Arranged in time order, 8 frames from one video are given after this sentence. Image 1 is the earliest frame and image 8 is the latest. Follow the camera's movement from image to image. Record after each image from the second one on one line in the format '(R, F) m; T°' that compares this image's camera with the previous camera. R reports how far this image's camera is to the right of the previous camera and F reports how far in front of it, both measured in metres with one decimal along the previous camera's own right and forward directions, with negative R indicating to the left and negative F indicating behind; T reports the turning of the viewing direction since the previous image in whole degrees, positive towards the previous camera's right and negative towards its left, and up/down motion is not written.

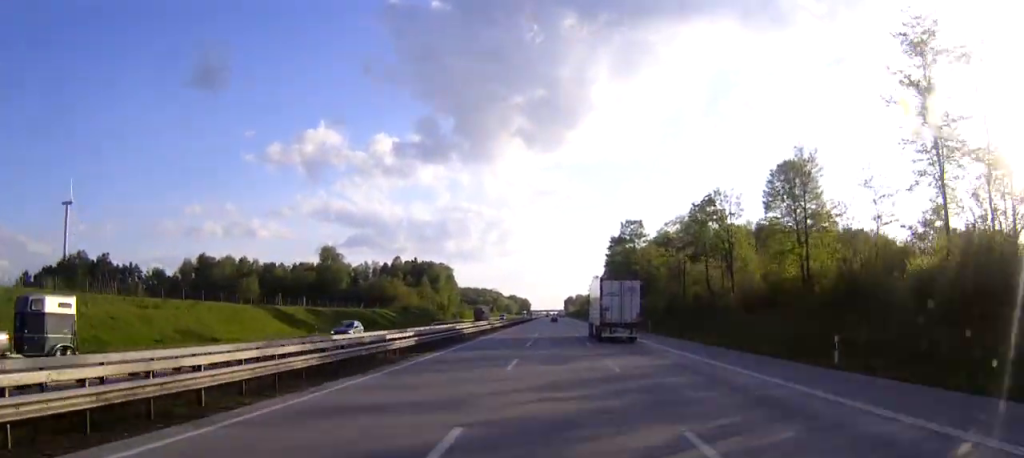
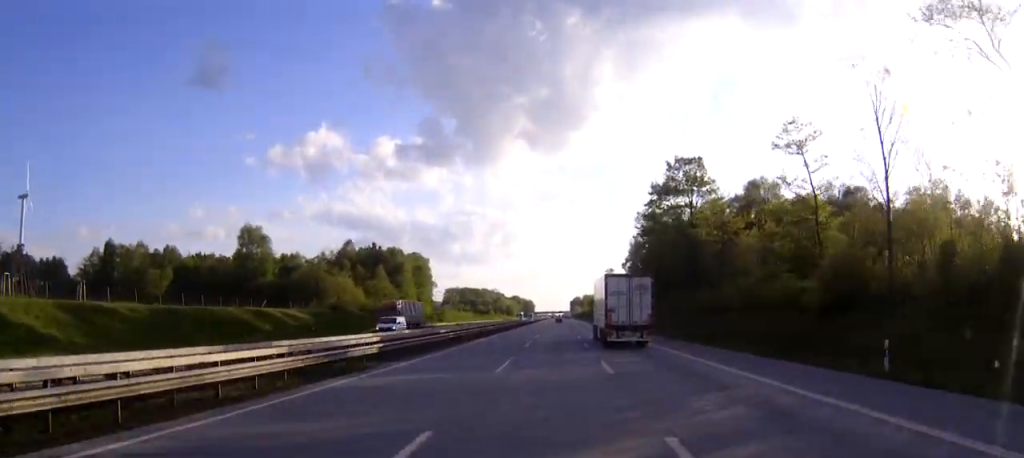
(-0.2, +54.3) m; 0°
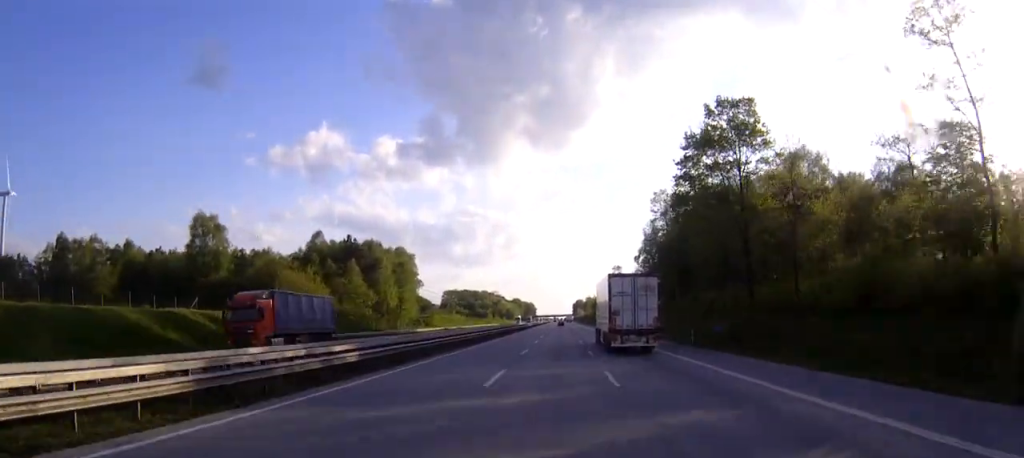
(-0.1, +21.2) m; 0°
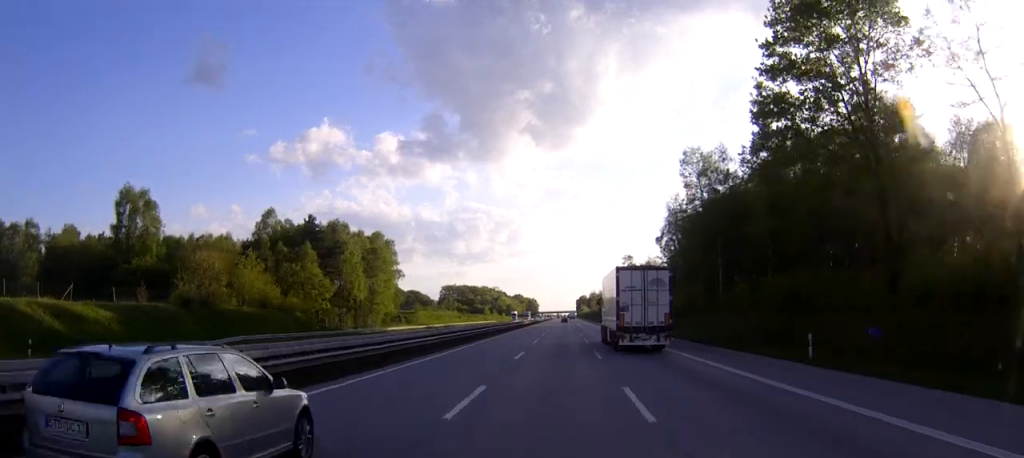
(0.0, +24.9) m; 0°
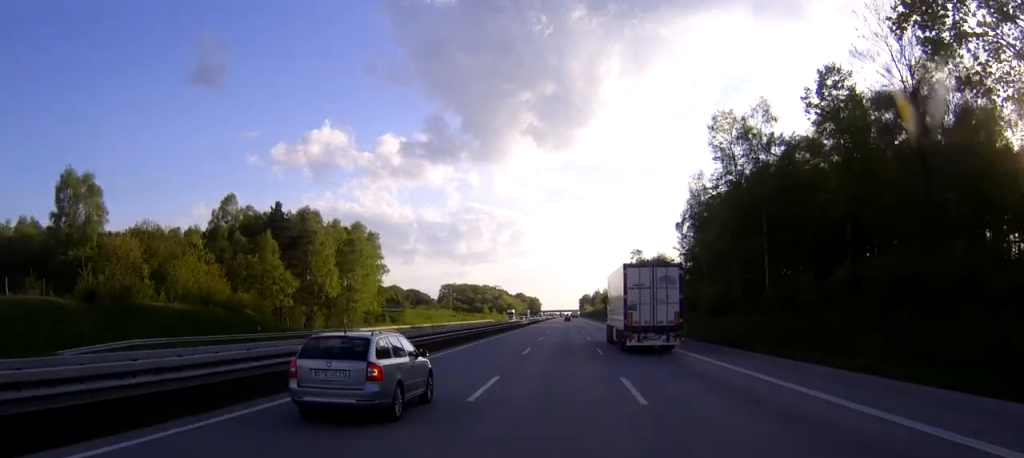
(0.0, +15.7) m; 0°
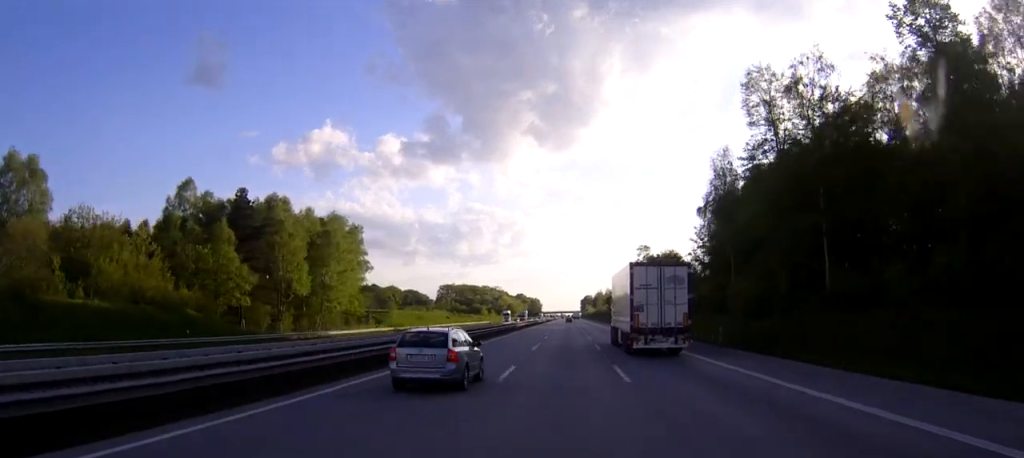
(0.0, +12.9) m; 0°
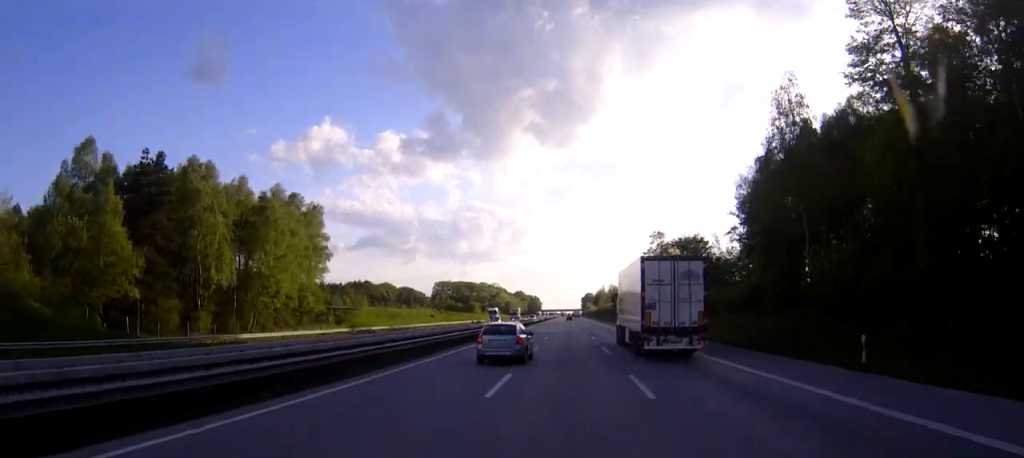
(0.0, +22.1) m; 0°
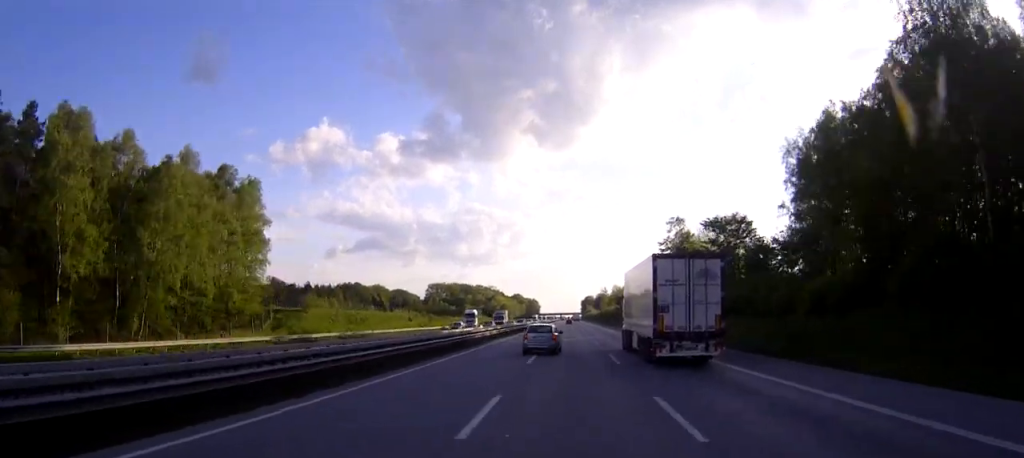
(0.0, +23.1) m; 0°
